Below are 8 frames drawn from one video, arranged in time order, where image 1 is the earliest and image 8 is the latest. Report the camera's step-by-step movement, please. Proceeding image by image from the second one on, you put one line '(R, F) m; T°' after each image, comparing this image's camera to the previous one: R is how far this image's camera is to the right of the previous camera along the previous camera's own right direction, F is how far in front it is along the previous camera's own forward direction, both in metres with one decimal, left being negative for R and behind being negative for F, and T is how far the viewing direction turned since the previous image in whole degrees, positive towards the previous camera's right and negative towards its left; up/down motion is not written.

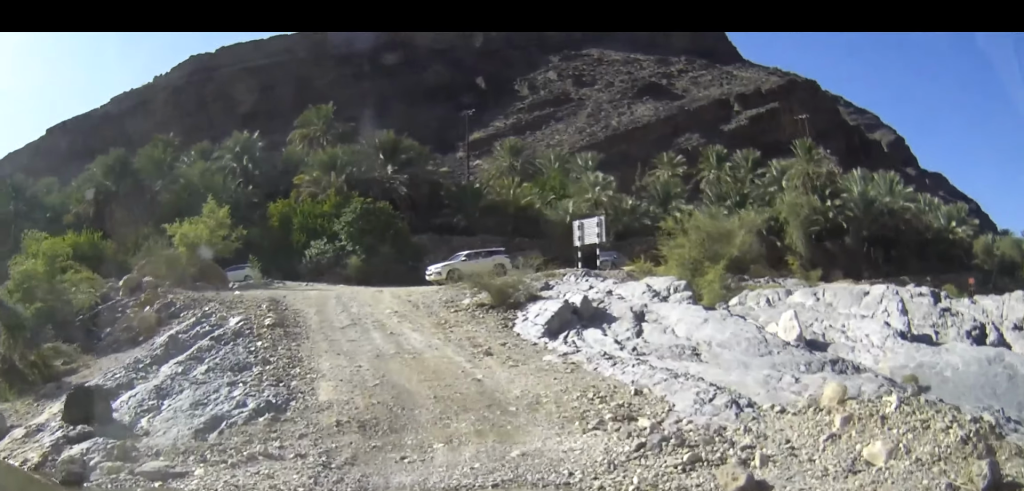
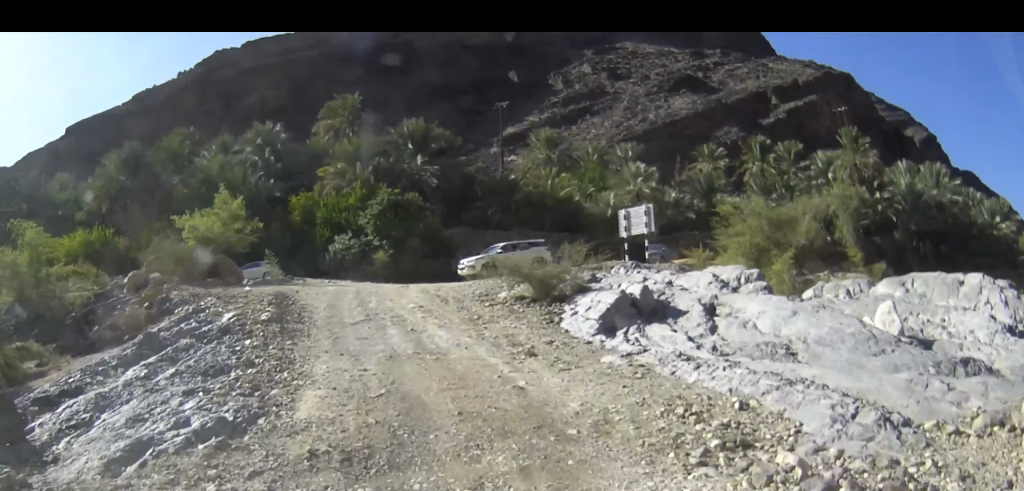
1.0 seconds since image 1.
(0.0, +3.2) m; 0°
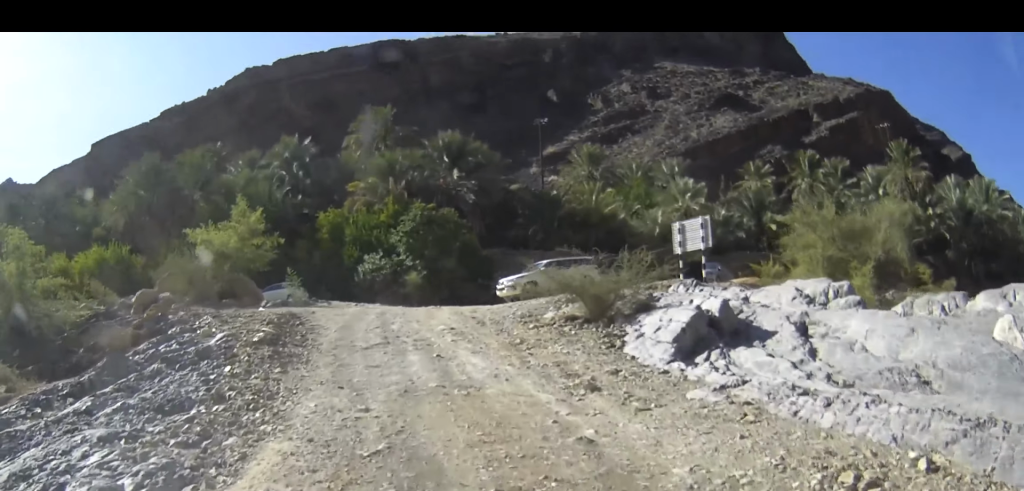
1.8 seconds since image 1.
(0.0, +2.7) m; 0°
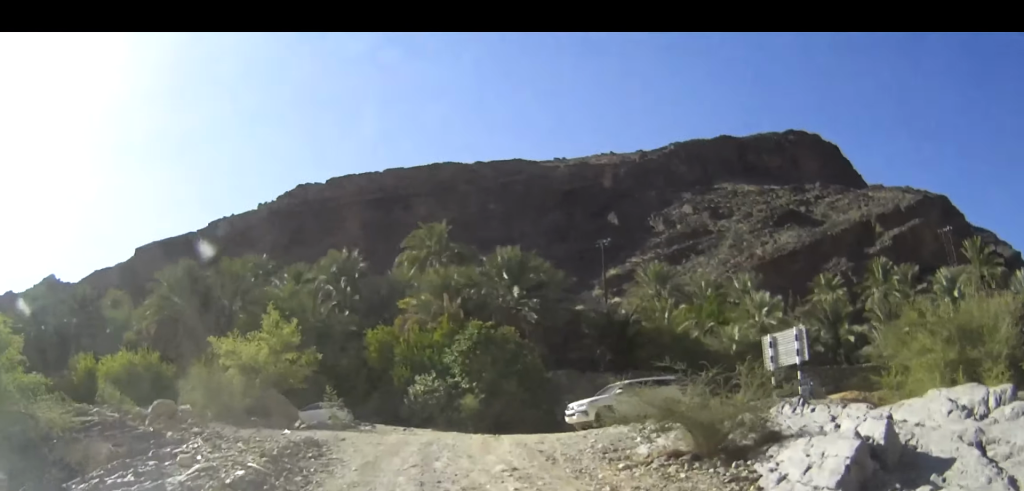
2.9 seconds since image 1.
(0.0, +2.8) m; -5°
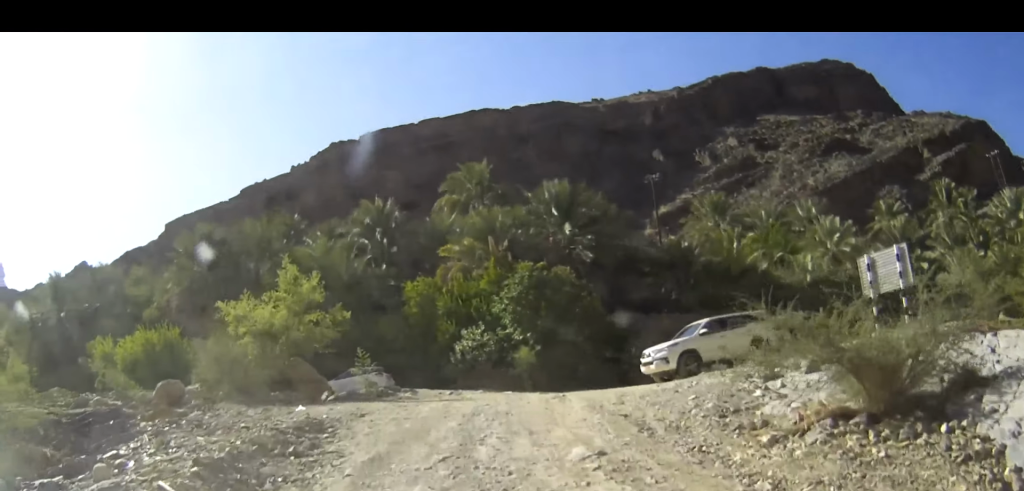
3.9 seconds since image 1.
(-0.2, +3.7) m; -6°
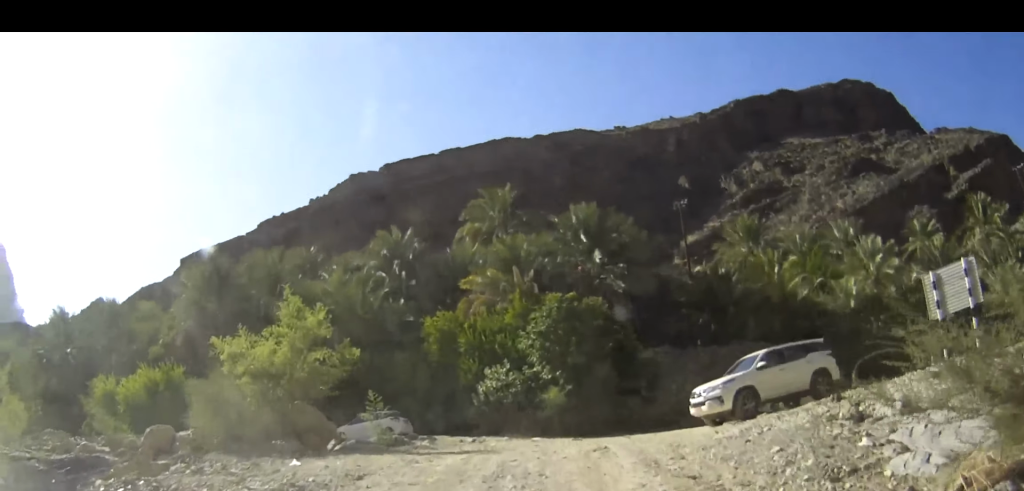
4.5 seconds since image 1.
(-0.1, +2.9) m; -2°
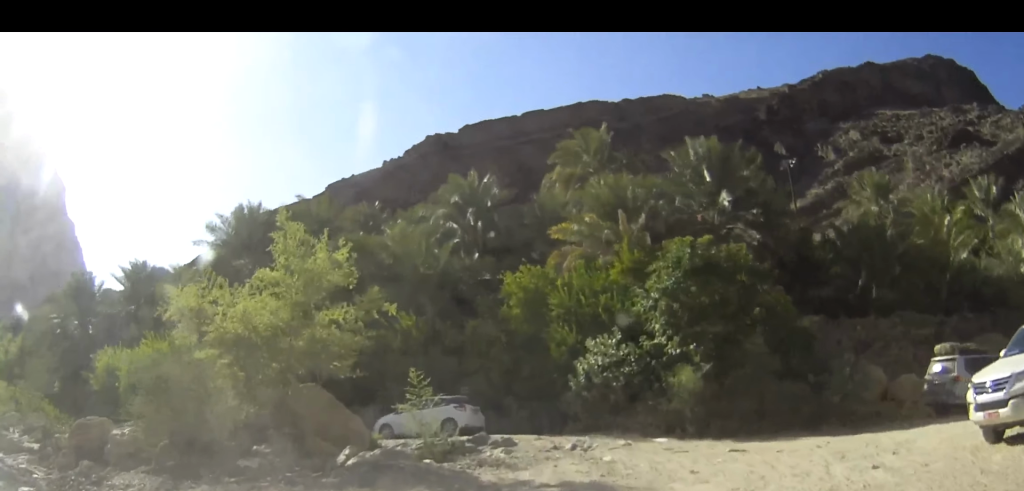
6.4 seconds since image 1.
(-0.5, +9.4) m; -4°
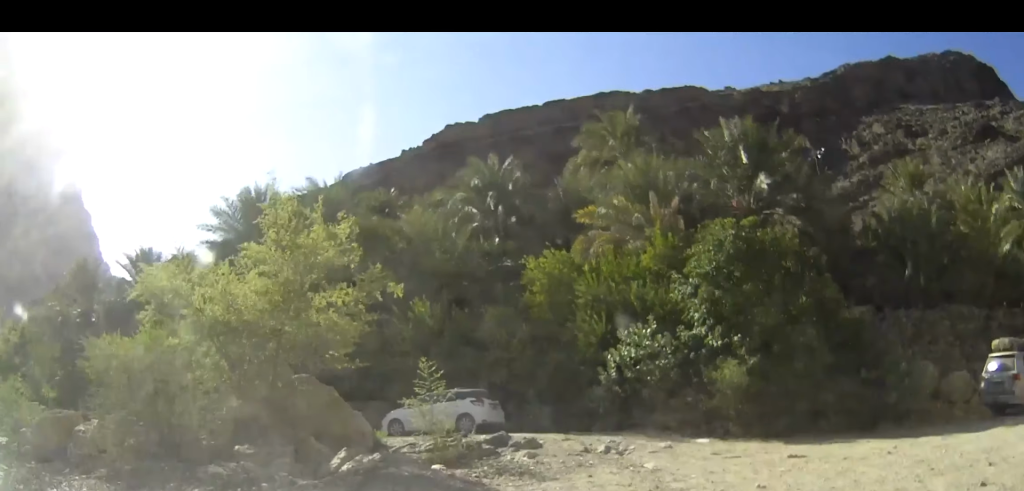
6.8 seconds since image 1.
(-0.2, +2.3) m; +2°
